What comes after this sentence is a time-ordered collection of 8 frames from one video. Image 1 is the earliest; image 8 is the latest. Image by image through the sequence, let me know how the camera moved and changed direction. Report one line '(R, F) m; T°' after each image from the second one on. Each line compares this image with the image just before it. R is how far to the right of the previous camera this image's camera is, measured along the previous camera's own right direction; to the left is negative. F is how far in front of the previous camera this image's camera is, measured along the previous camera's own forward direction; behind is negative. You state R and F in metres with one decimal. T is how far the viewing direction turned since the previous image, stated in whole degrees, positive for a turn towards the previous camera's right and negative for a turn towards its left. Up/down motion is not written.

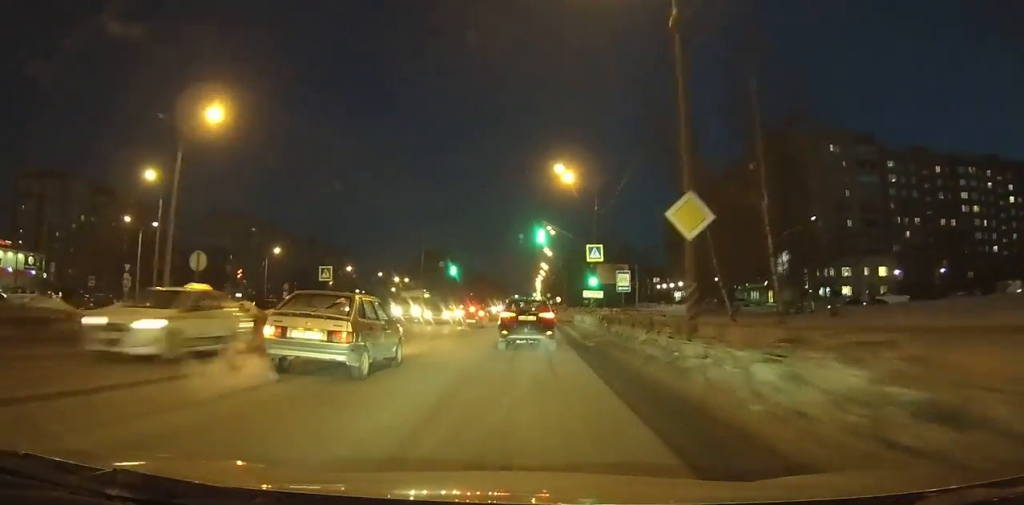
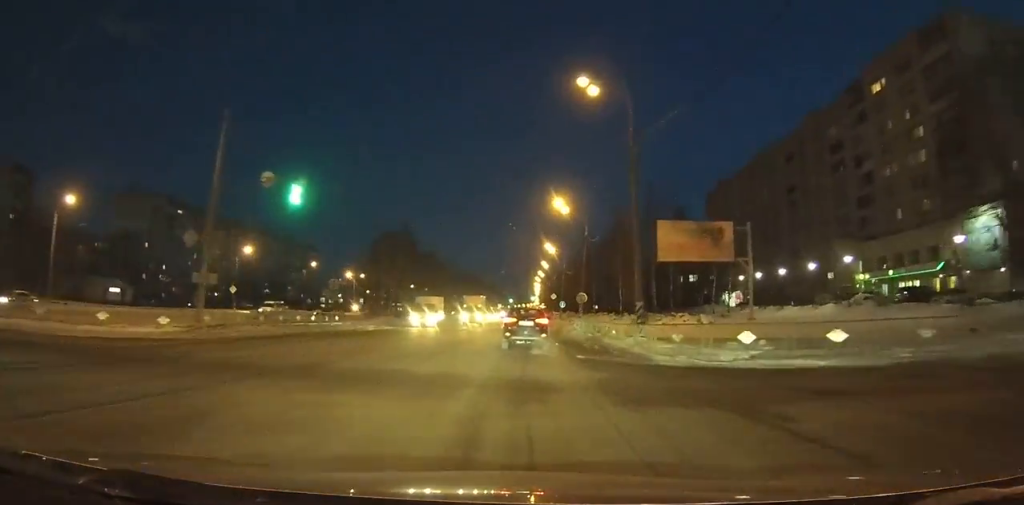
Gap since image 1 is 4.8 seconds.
(+0.3, +54.3) m; 0°
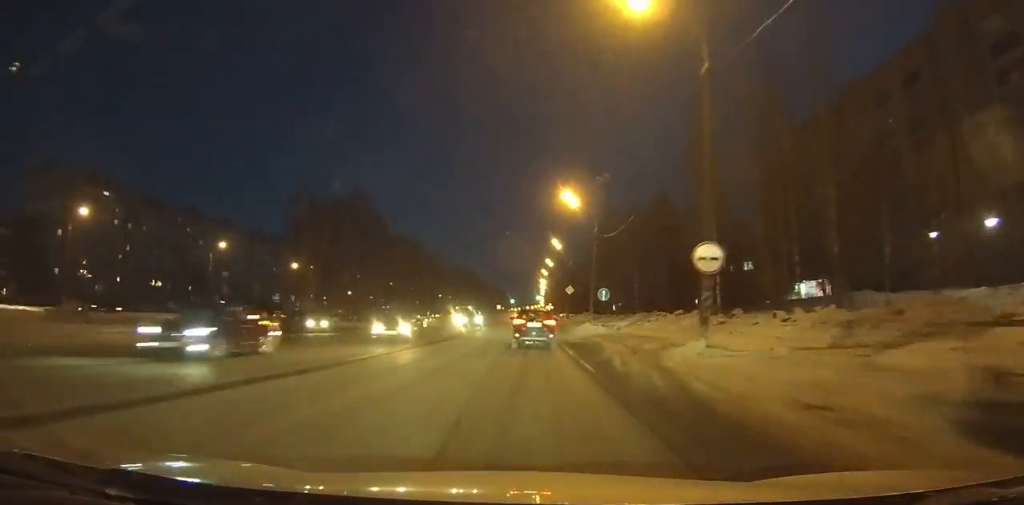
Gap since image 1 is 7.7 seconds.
(-0.1, +38.4) m; 0°
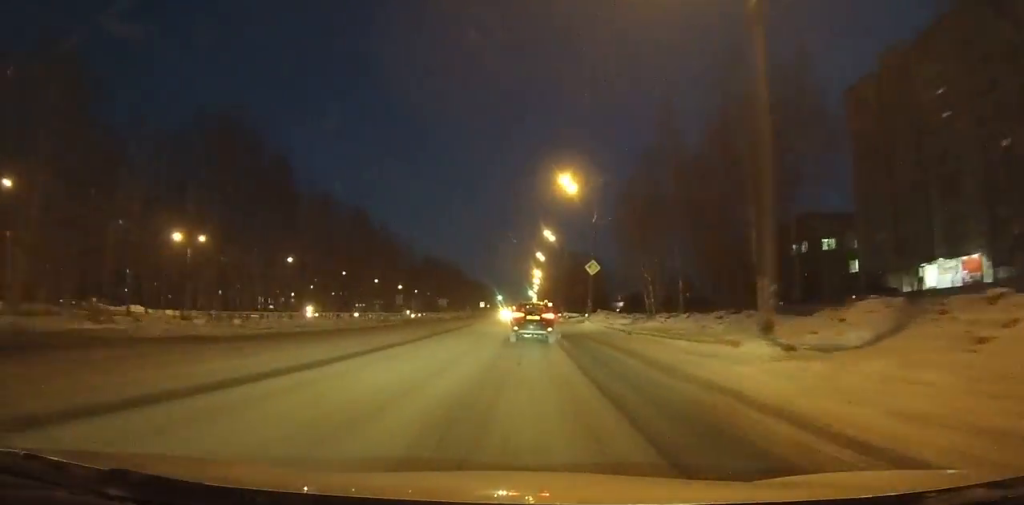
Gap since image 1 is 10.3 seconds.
(0.0, +37.6) m; 0°
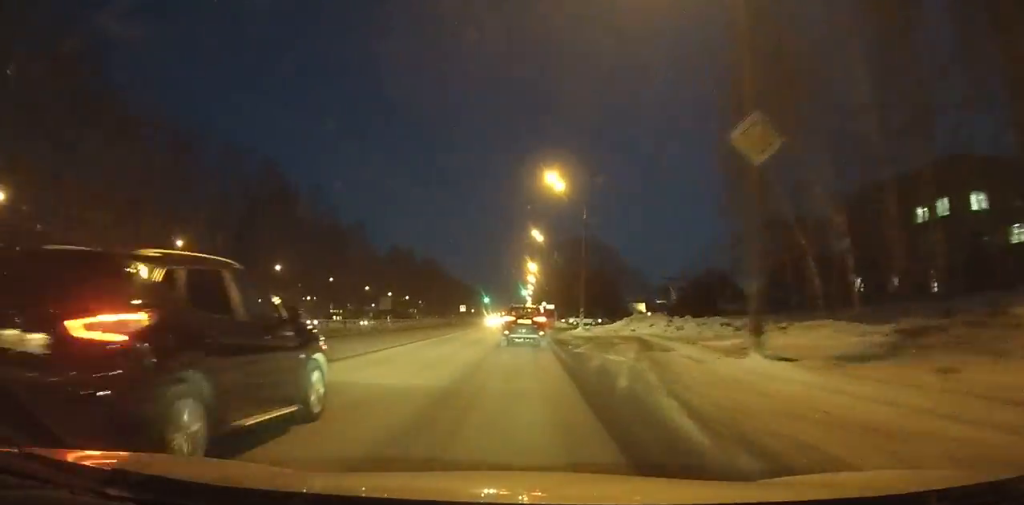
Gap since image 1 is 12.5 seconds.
(+0.1, +33.6) m; 0°
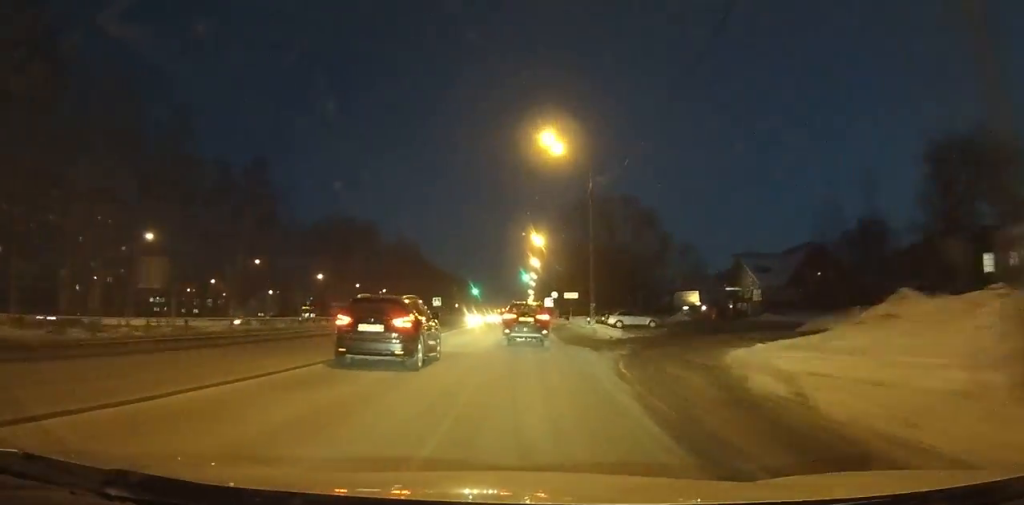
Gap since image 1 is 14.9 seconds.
(+0.2, +38.0) m; 0°
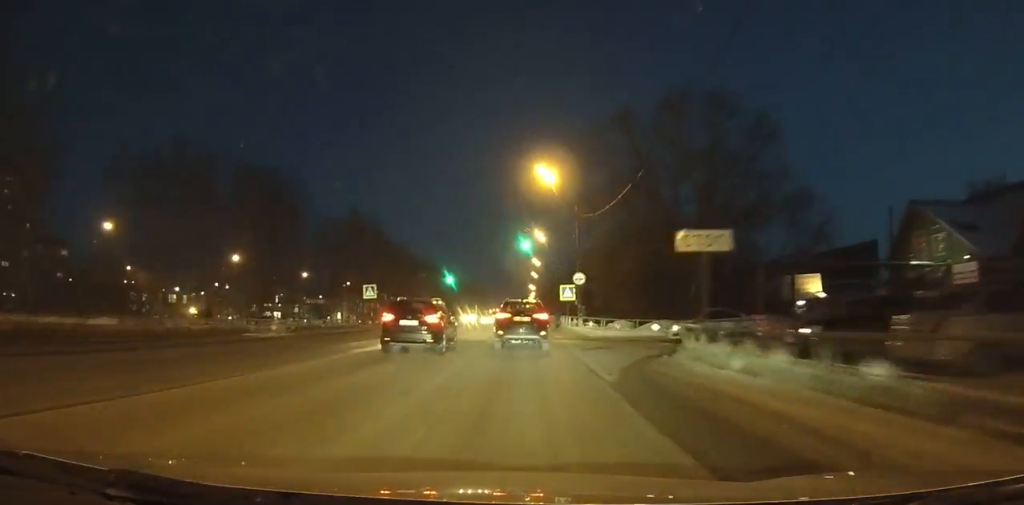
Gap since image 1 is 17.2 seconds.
(0.0, +36.5) m; 0°
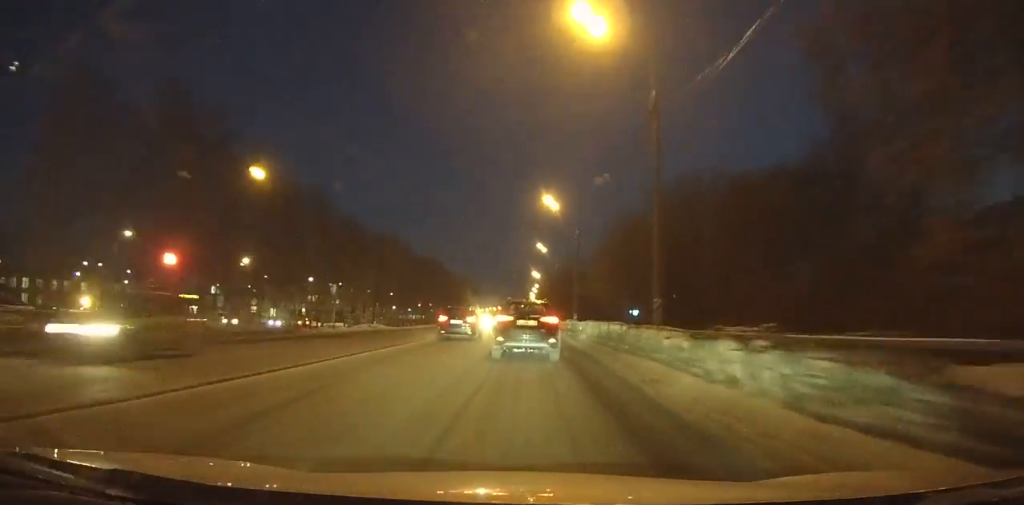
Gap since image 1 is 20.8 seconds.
(-0.3, +56.6) m; 0°
